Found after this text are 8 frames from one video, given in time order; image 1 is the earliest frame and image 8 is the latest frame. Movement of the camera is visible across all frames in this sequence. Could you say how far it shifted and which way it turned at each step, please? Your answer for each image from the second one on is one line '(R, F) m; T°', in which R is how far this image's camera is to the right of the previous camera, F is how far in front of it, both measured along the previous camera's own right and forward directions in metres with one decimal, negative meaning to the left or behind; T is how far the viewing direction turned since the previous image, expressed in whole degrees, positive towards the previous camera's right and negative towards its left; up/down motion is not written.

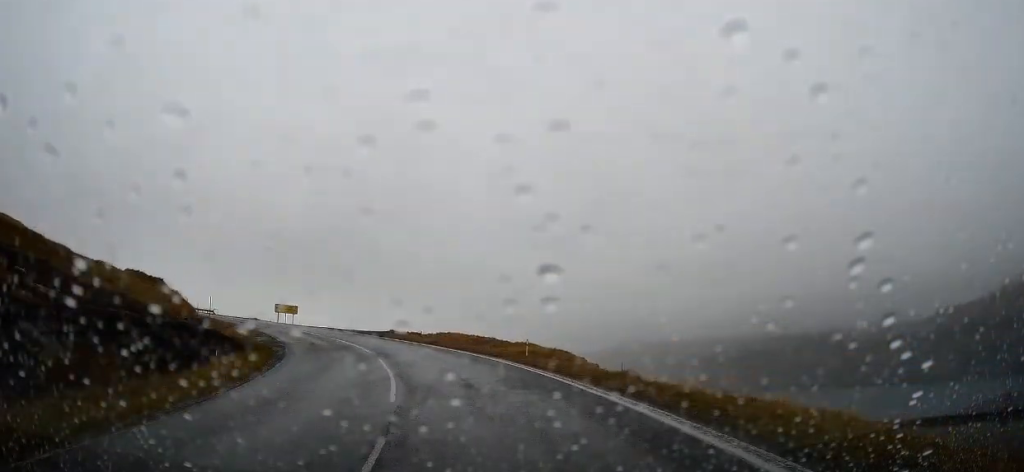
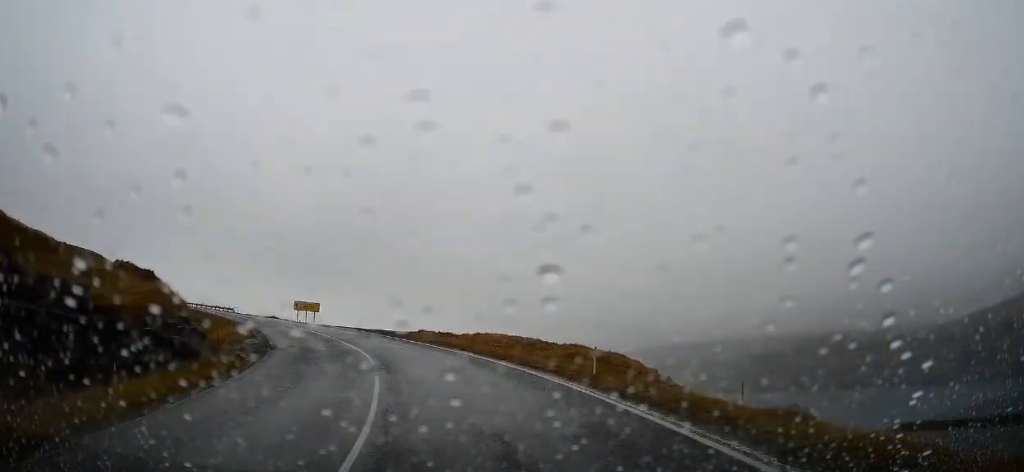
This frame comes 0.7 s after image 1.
(-0.1, +6.6) m; +1°
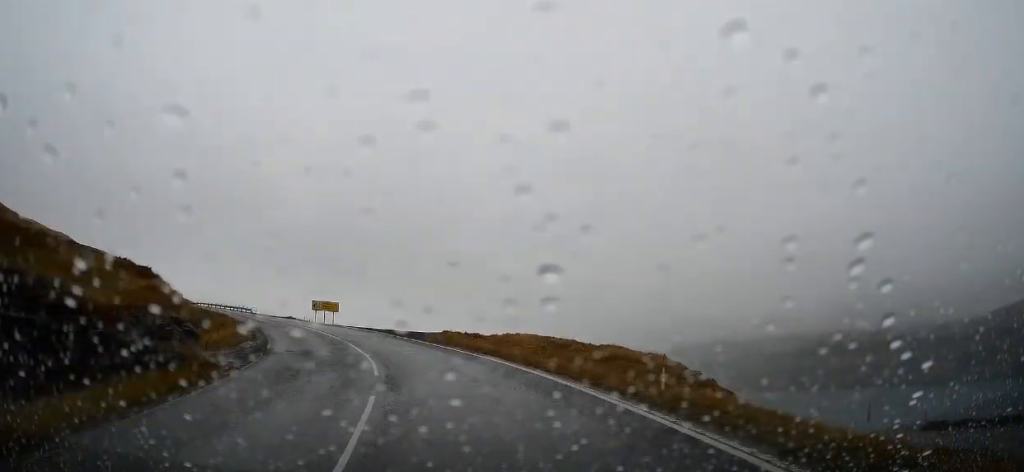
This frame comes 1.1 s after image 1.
(+0.1, +3.6) m; -1°
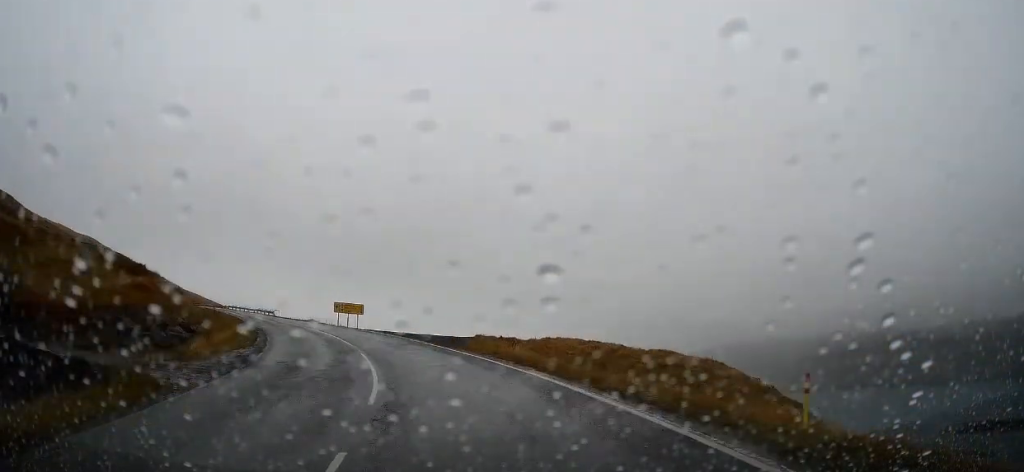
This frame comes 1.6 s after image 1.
(+0.2, +4.1) m; -1°
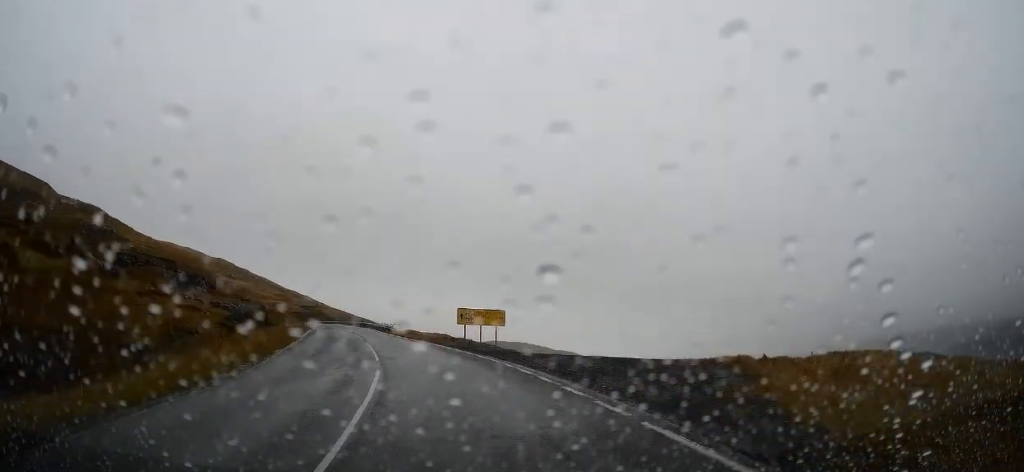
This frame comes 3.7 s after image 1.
(-1.5, +18.8) m; -10°
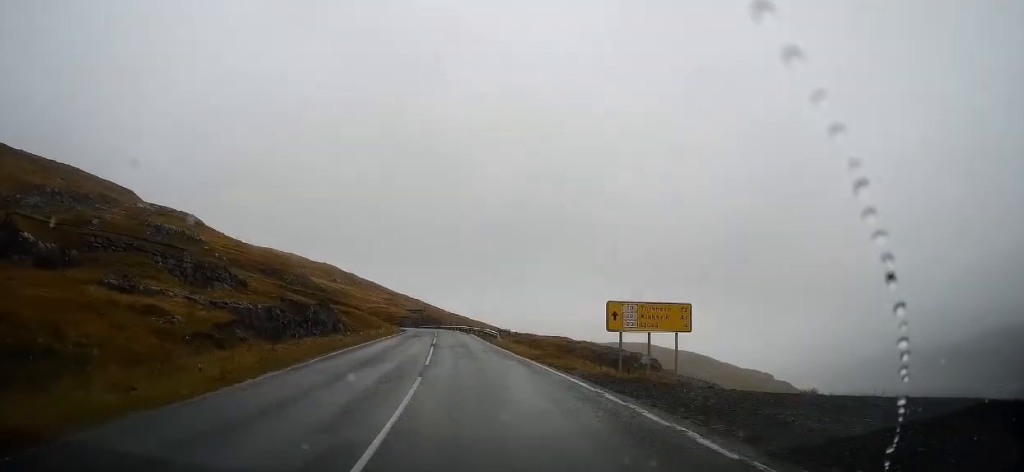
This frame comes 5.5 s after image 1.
(-2.4, +15.2) m; -16°
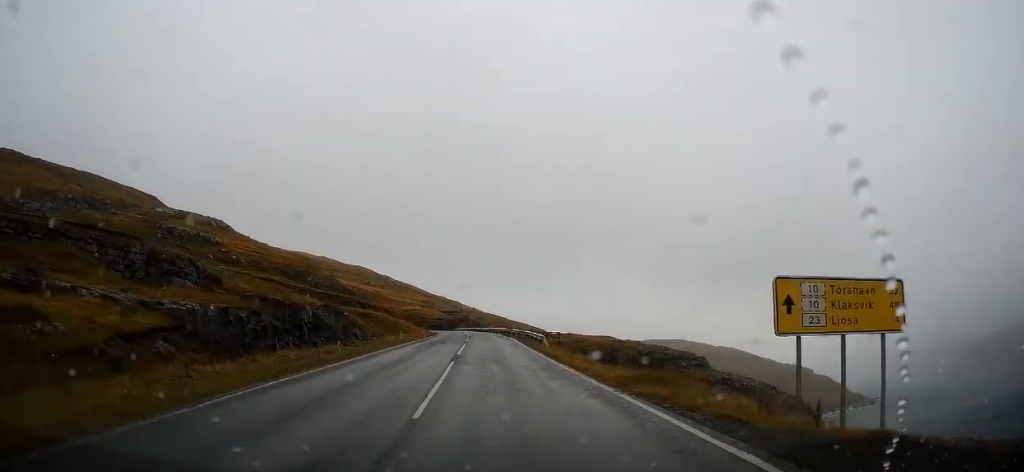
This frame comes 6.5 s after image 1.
(-0.4, +8.9) m; -7°
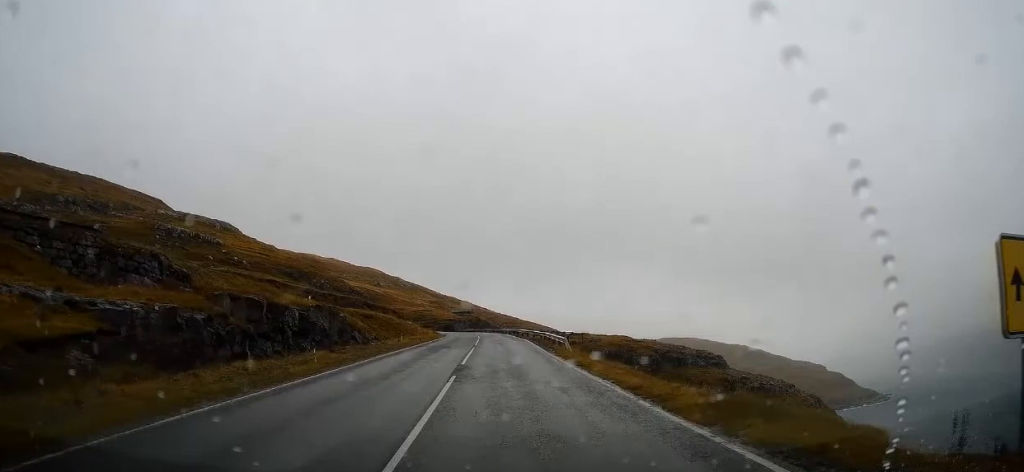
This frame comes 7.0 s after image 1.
(0.0, +4.5) m; -3°
